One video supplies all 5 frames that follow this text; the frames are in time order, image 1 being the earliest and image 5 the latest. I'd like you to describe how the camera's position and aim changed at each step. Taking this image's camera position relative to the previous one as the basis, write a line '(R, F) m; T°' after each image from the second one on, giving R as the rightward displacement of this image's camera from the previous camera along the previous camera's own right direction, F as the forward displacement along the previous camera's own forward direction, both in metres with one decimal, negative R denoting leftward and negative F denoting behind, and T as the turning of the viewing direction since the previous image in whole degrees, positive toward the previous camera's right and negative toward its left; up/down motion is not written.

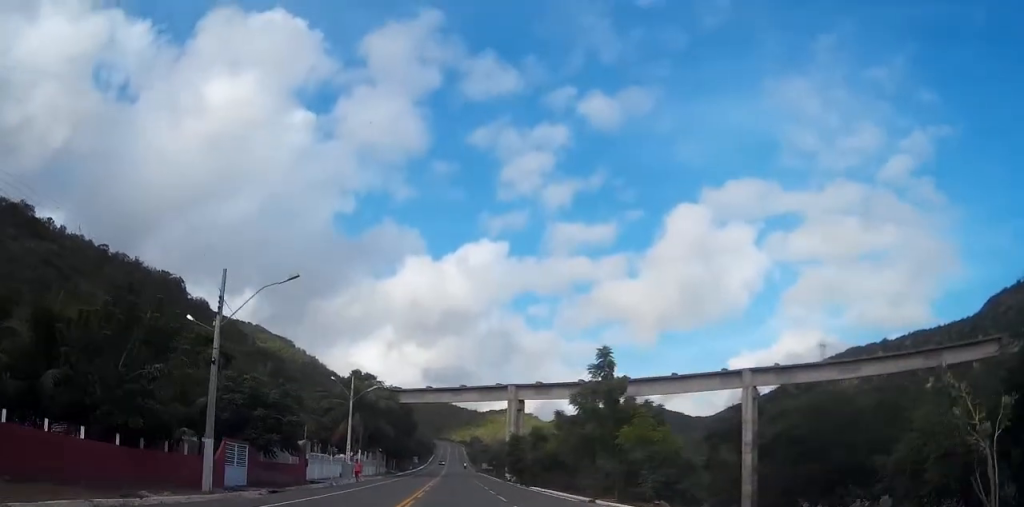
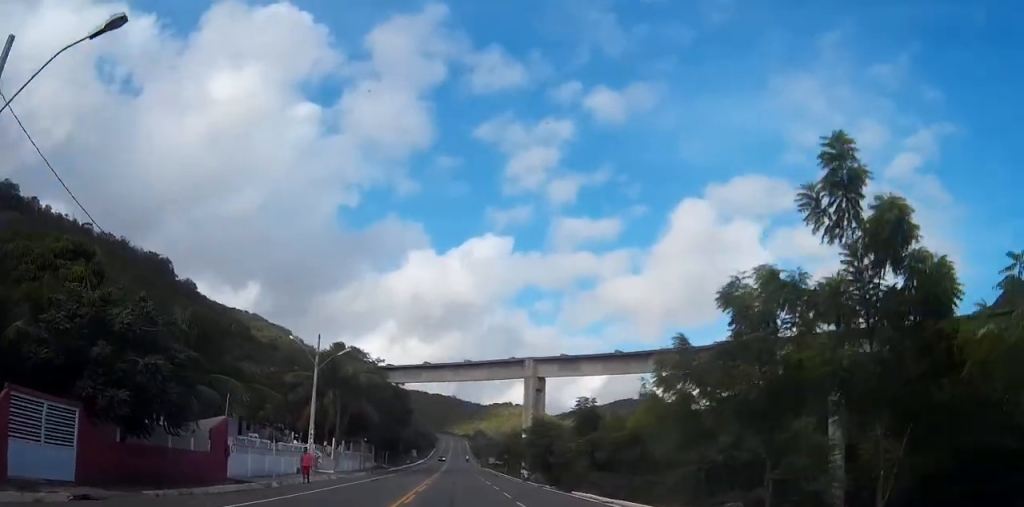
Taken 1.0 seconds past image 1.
(-0.1, +17.0) m; 0°
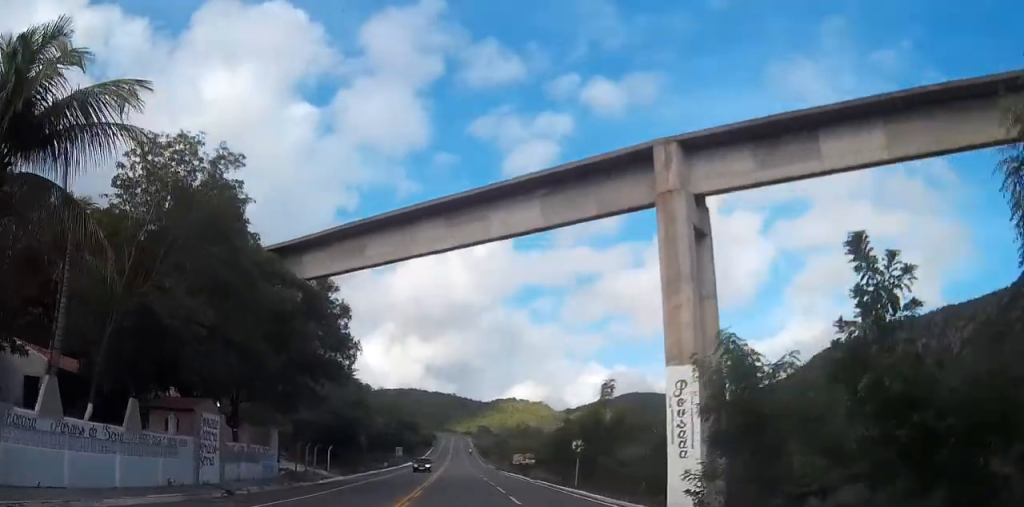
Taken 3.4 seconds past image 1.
(0.0, +45.1) m; 0°
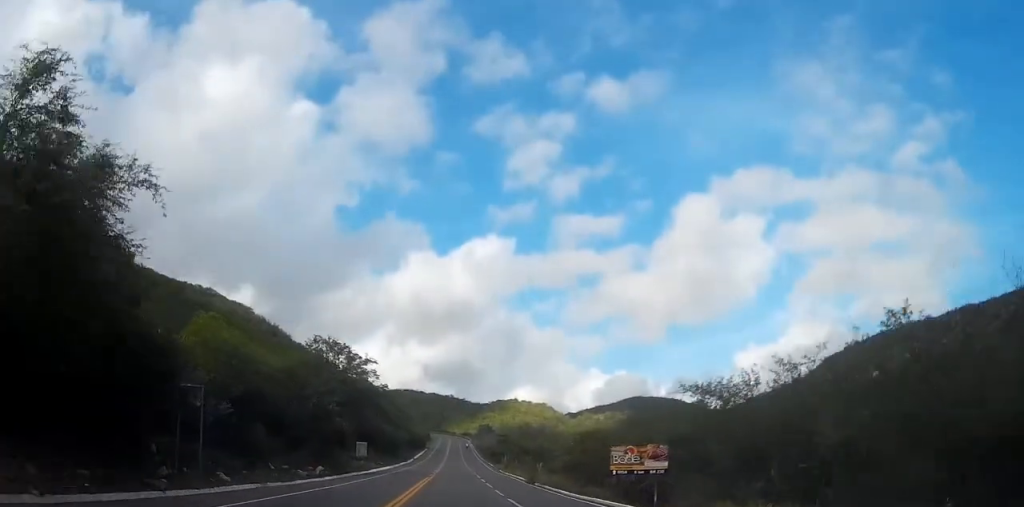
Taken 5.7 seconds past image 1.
(+0.3, +43.0) m; +1°
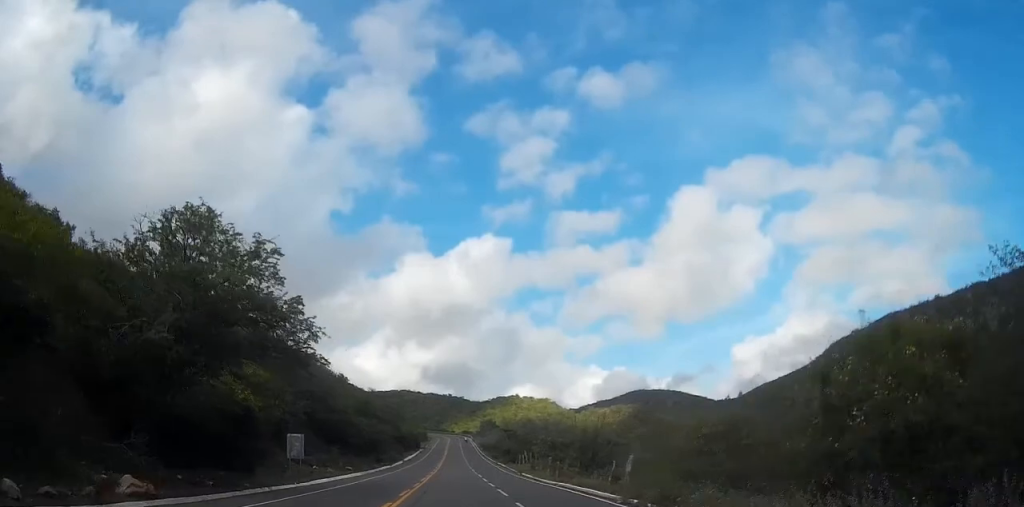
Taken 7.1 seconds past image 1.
(0.0, +29.3) m; 0°
